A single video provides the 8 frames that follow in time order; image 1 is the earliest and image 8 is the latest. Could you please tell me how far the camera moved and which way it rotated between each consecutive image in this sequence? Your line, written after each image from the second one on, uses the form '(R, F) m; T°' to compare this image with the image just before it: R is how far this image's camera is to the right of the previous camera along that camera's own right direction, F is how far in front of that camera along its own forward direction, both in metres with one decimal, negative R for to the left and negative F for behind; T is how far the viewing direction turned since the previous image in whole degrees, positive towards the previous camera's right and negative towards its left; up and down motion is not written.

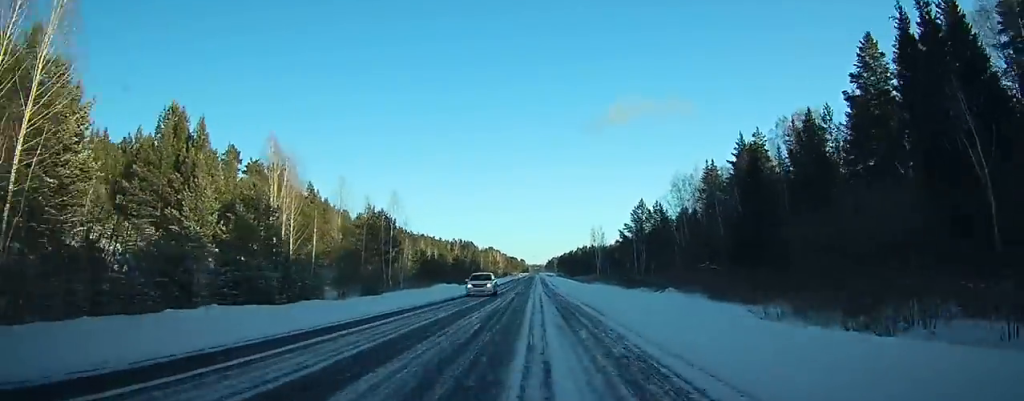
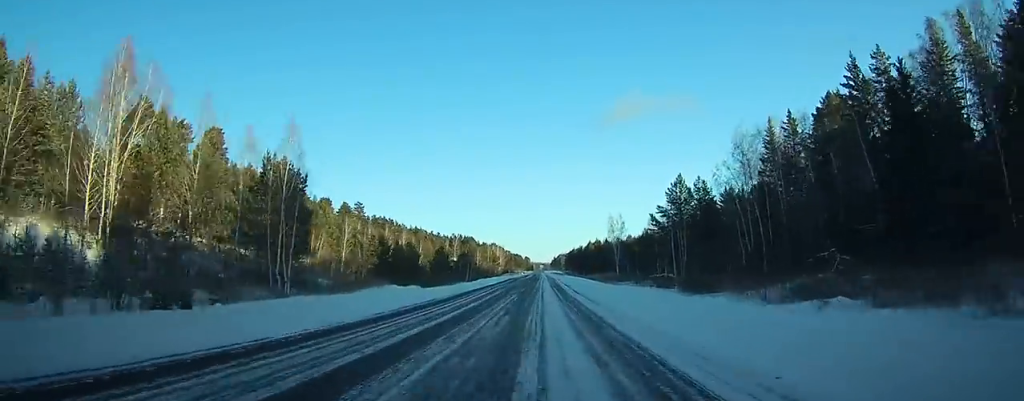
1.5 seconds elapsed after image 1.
(+0.1, +33.6) m; 0°
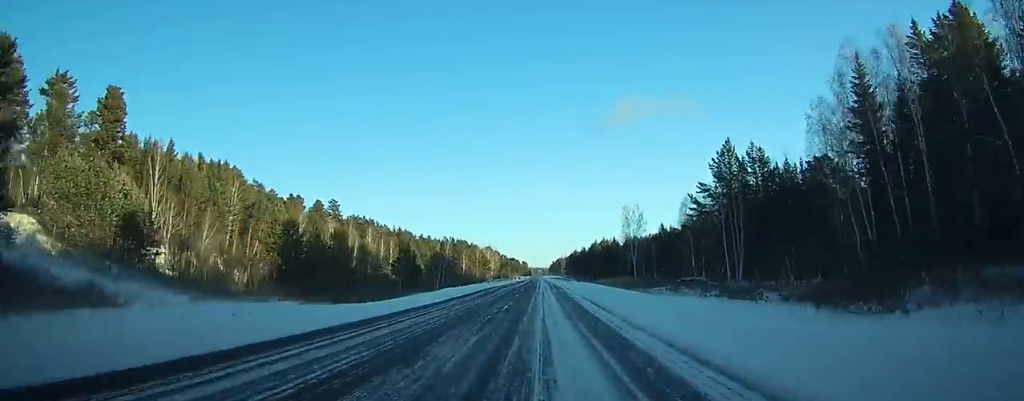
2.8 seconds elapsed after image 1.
(-0.2, +30.6) m; 0°
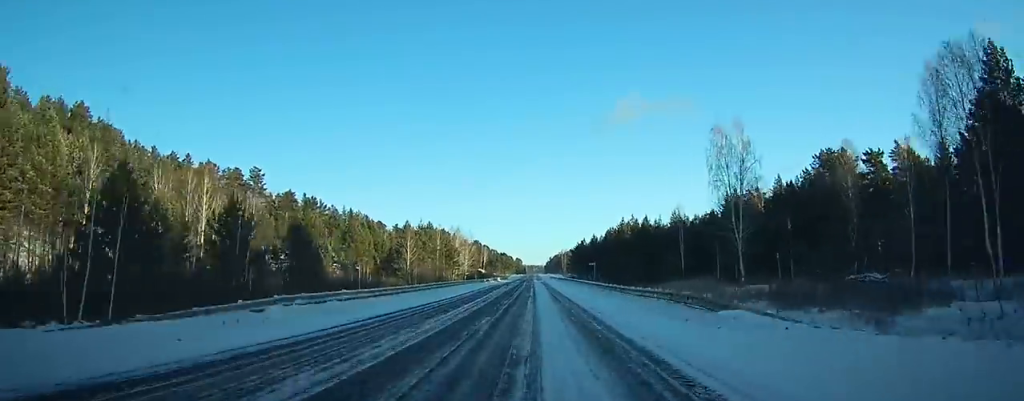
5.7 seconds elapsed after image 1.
(-0.5, +65.9) m; 0°
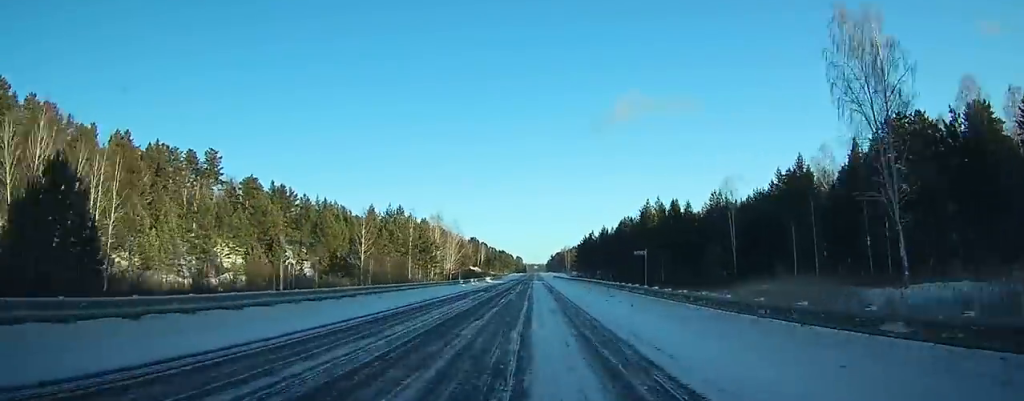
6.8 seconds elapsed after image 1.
(+0.1, +26.1) m; 0°
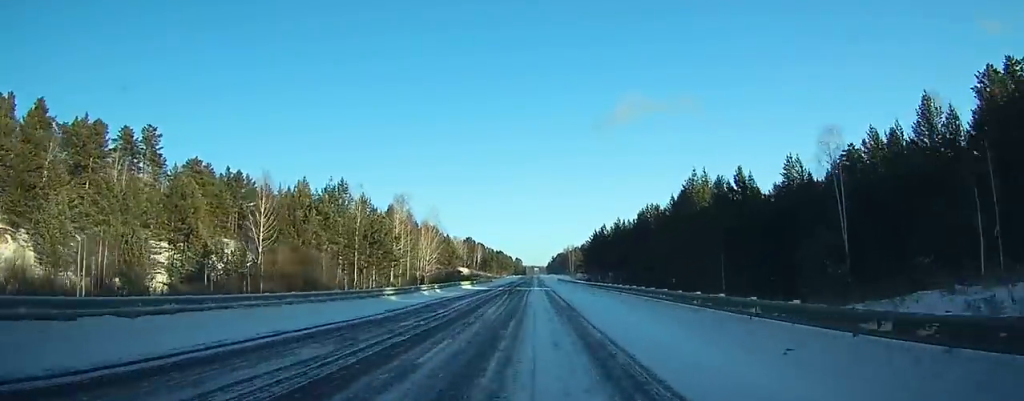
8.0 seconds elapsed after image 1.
(+0.1, +27.7) m; 0°
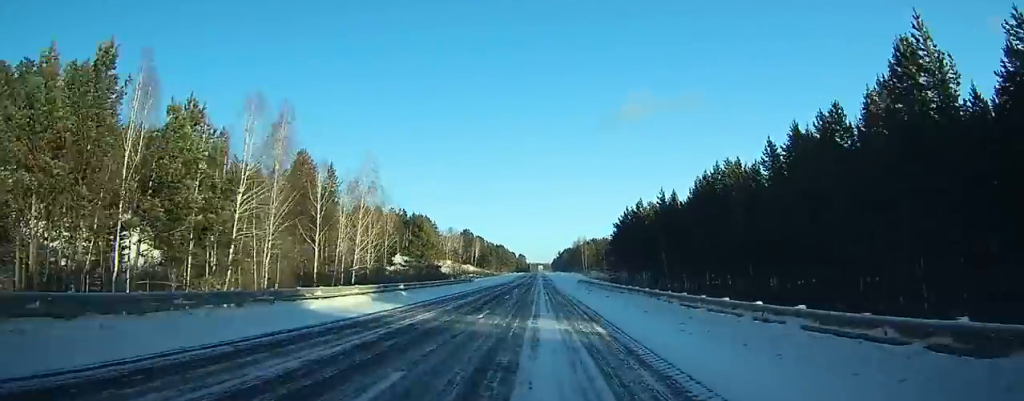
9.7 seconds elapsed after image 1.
(+0.1, +40.0) m; 0°
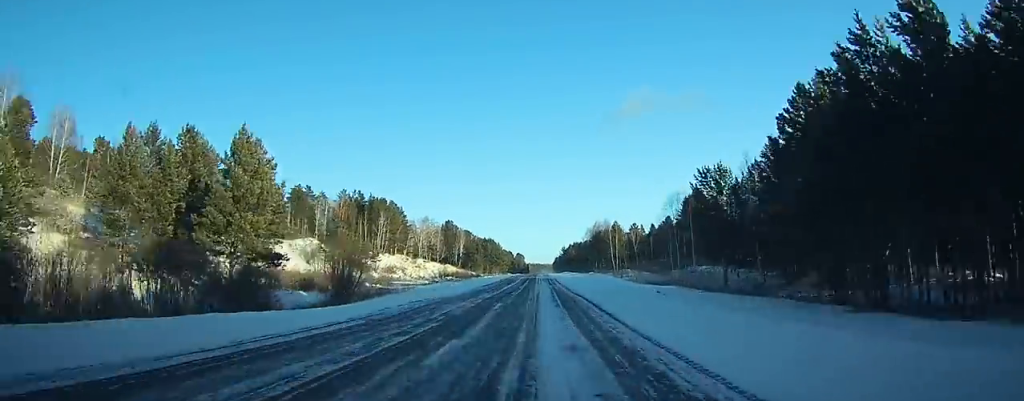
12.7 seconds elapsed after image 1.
(-0.4, +68.9) m; -1°
